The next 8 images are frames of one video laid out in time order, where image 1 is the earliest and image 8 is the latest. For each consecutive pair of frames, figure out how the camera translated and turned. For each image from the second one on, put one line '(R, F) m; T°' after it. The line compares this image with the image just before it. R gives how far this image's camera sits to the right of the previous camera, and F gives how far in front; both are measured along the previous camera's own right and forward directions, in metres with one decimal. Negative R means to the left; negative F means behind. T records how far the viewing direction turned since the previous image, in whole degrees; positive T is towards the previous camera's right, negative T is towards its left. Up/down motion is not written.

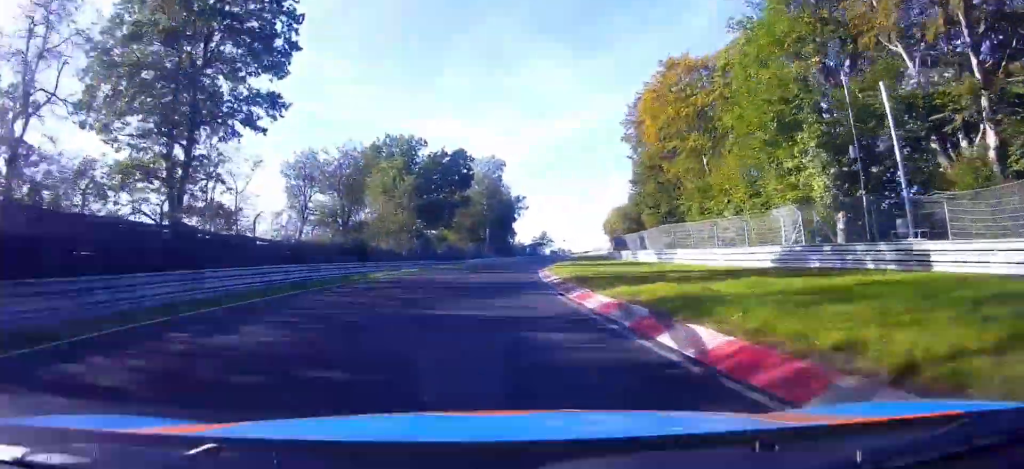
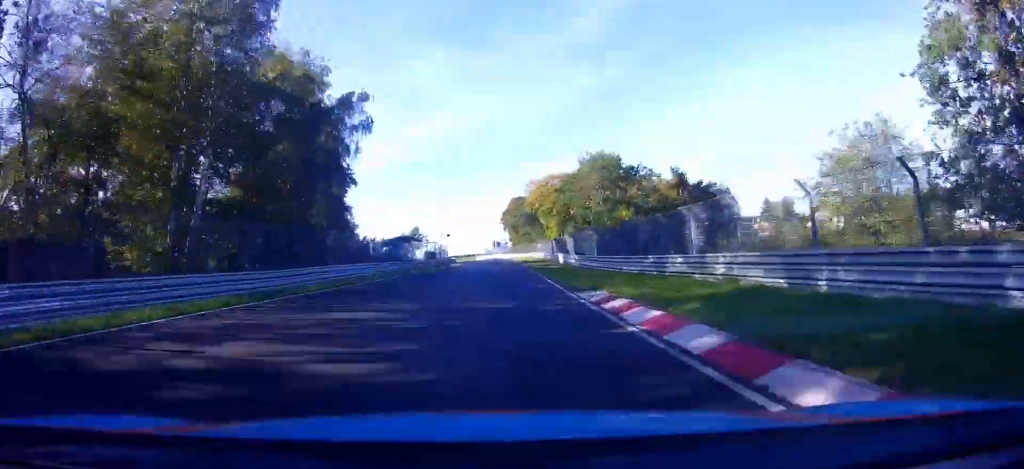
(+5.4, +67.3) m; +10°
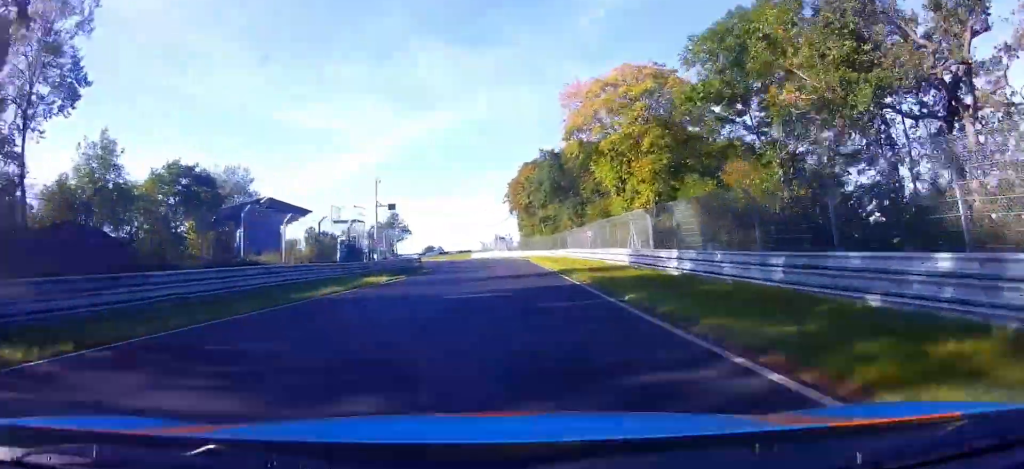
(+1.9, +51.6) m; +1°
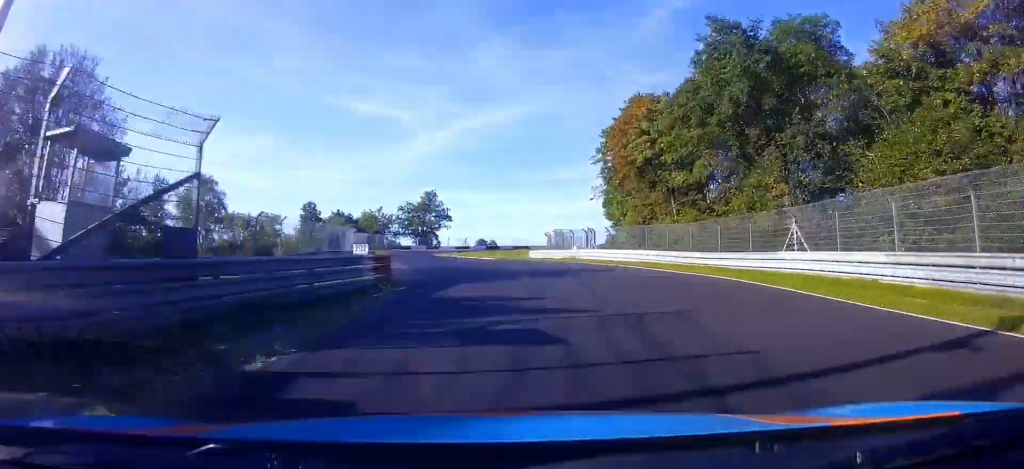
(-1.1, +42.1) m; -4°
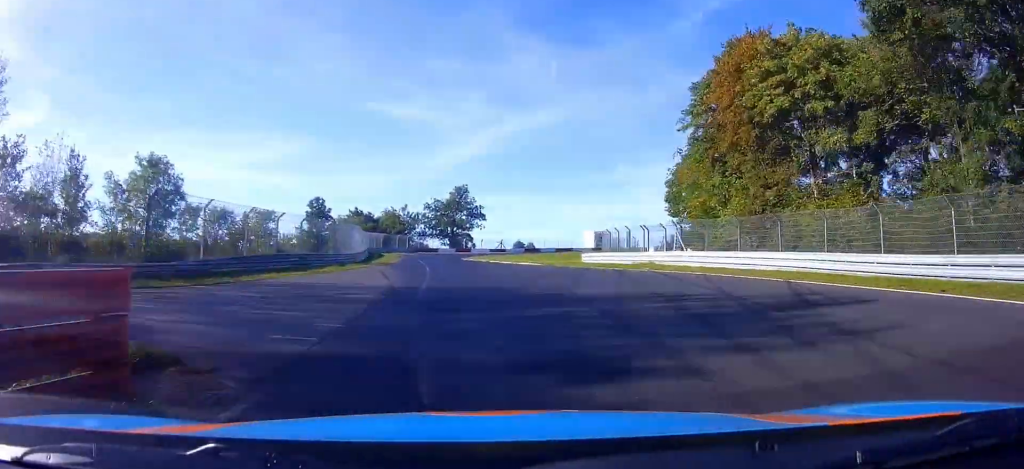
(-0.2, +16.9) m; -3°
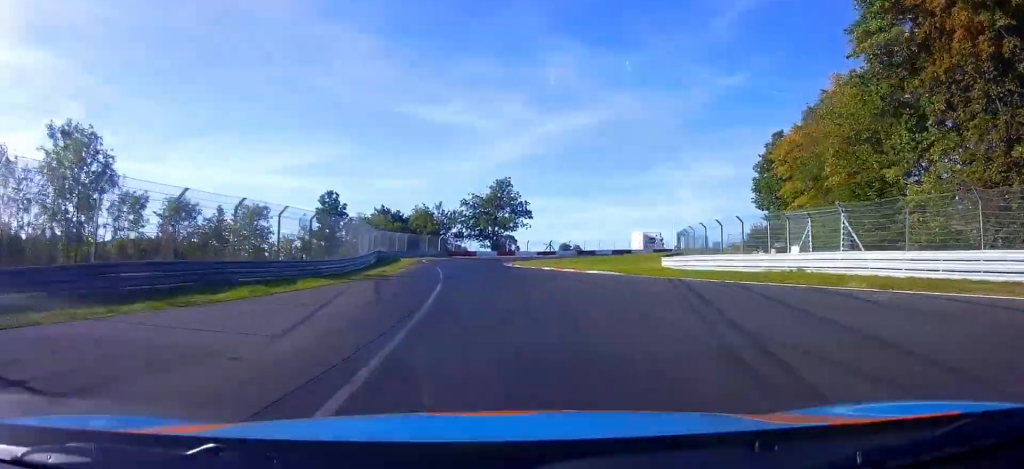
(-0.8, +15.9) m; -3°
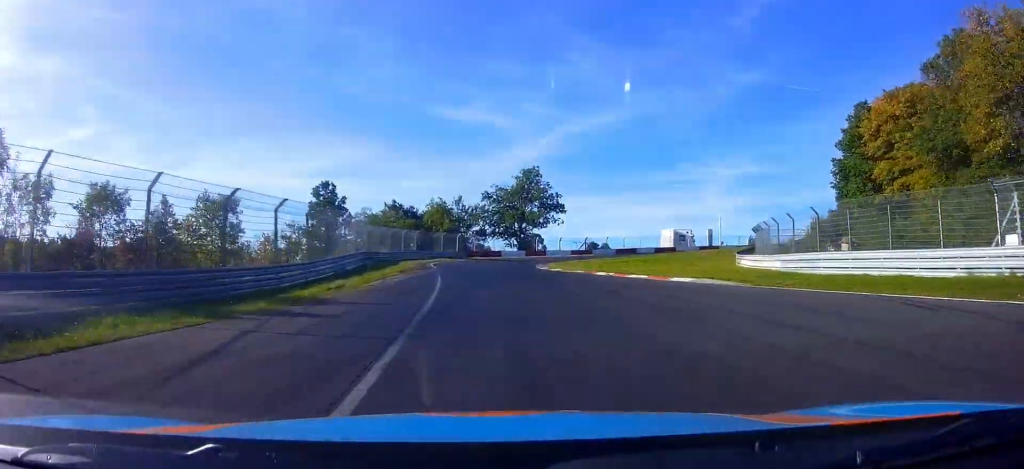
(-0.3, +12.6) m; -2°
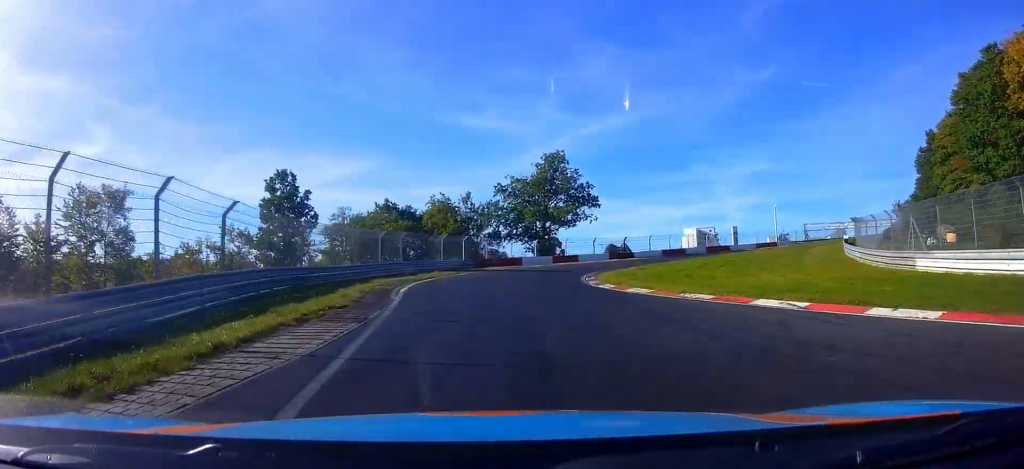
(-0.2, +17.8) m; -1°
